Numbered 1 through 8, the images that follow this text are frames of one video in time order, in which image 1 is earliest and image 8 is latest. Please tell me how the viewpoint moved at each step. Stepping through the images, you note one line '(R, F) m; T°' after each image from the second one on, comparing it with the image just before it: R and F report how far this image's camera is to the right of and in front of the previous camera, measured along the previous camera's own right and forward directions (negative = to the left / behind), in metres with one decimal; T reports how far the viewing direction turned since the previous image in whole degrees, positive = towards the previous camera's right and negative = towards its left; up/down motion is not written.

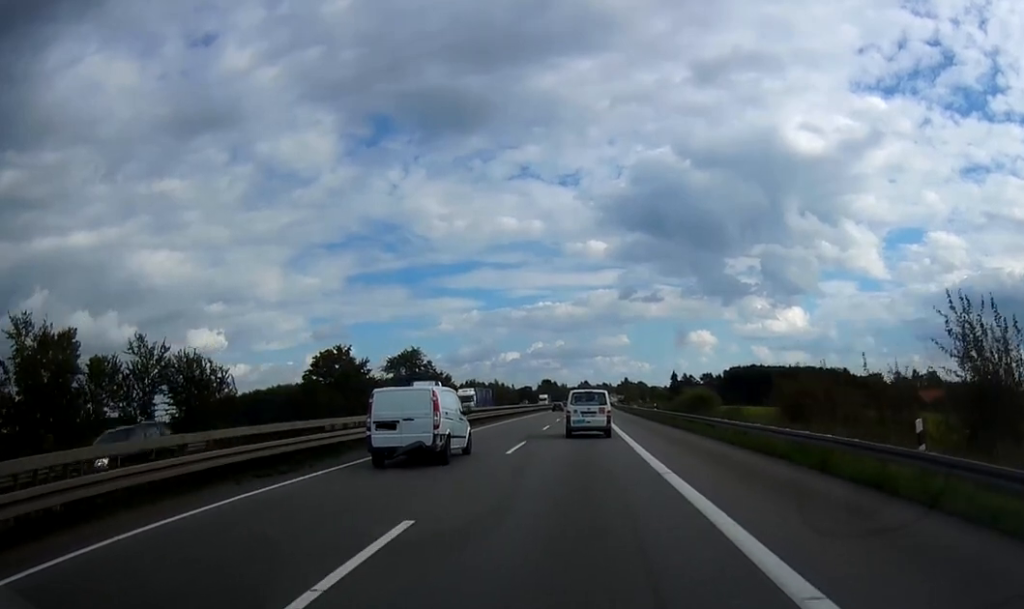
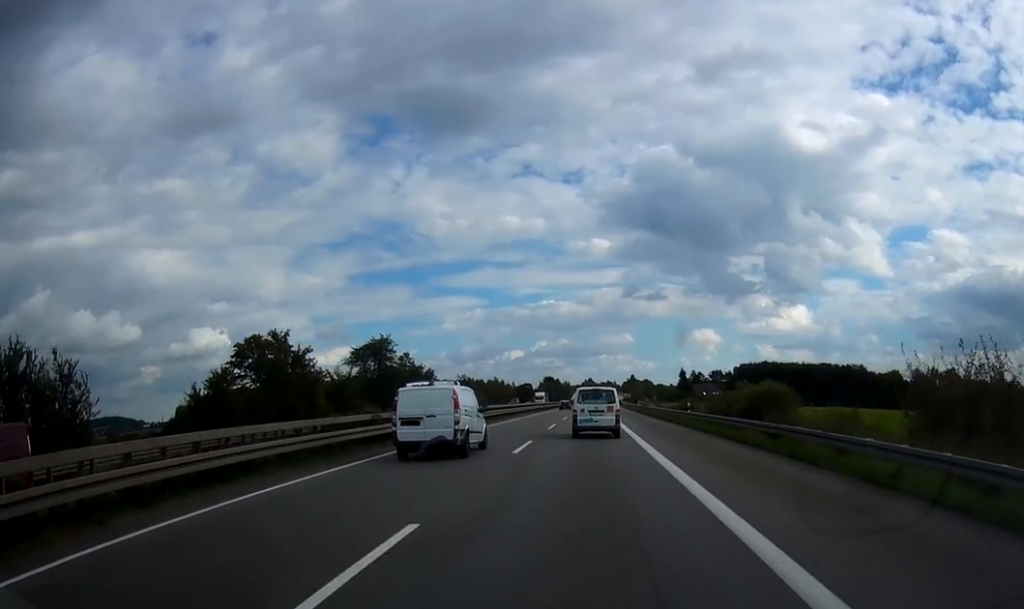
(+0.3, +18.5) m; 0°
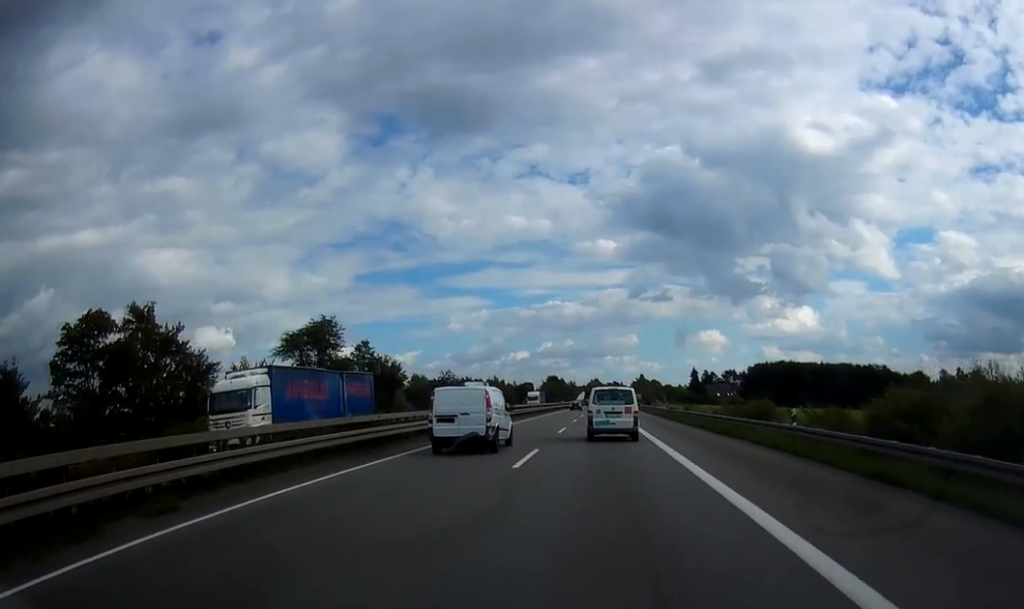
(0.0, +22.5) m; 0°
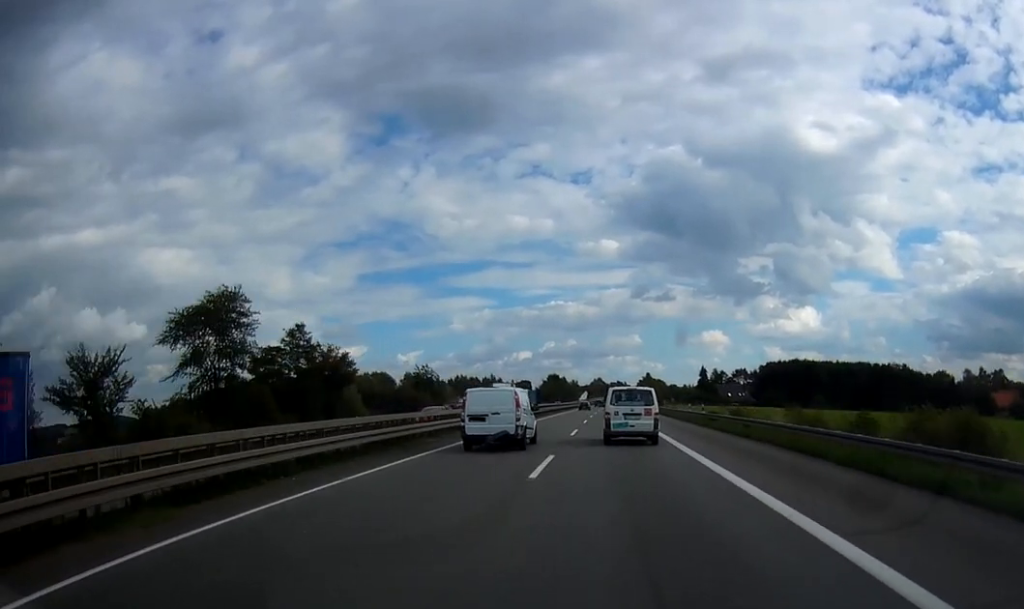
(-0.2, +20.2) m; 0°
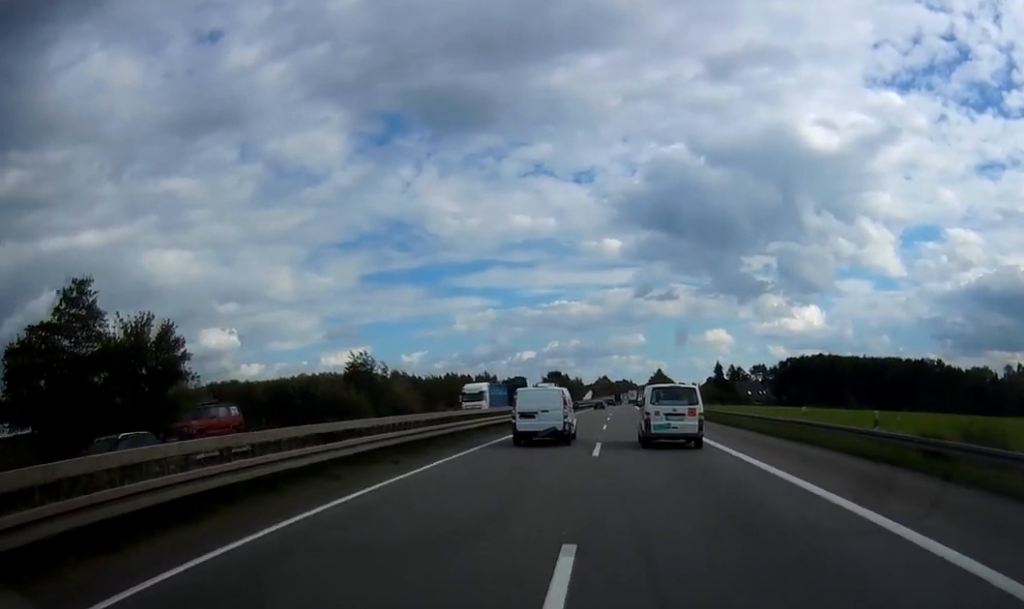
(+0.2, +31.0) m; 0°
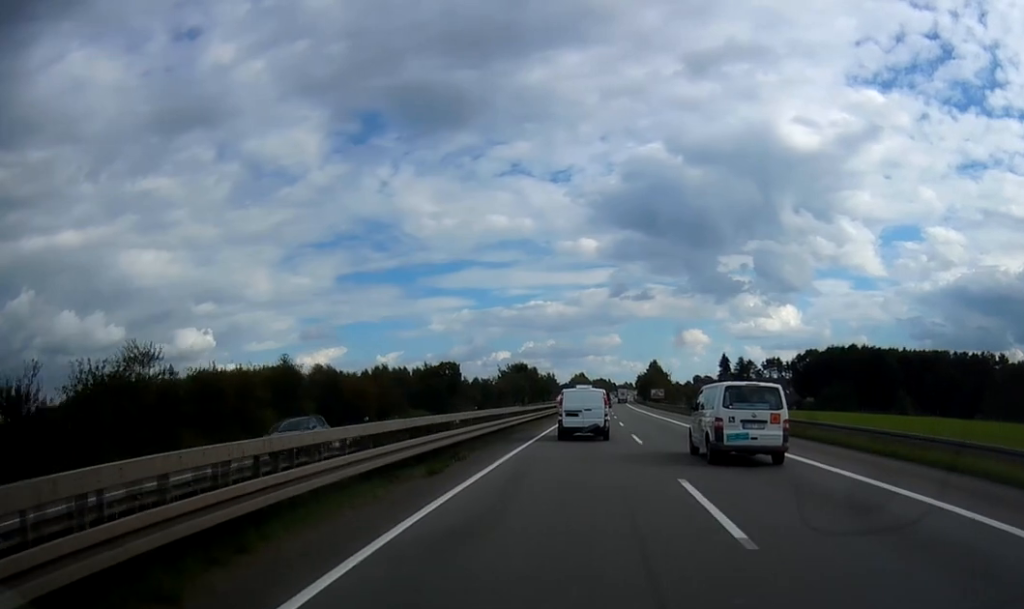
(-0.9, +66.3) m; -1°
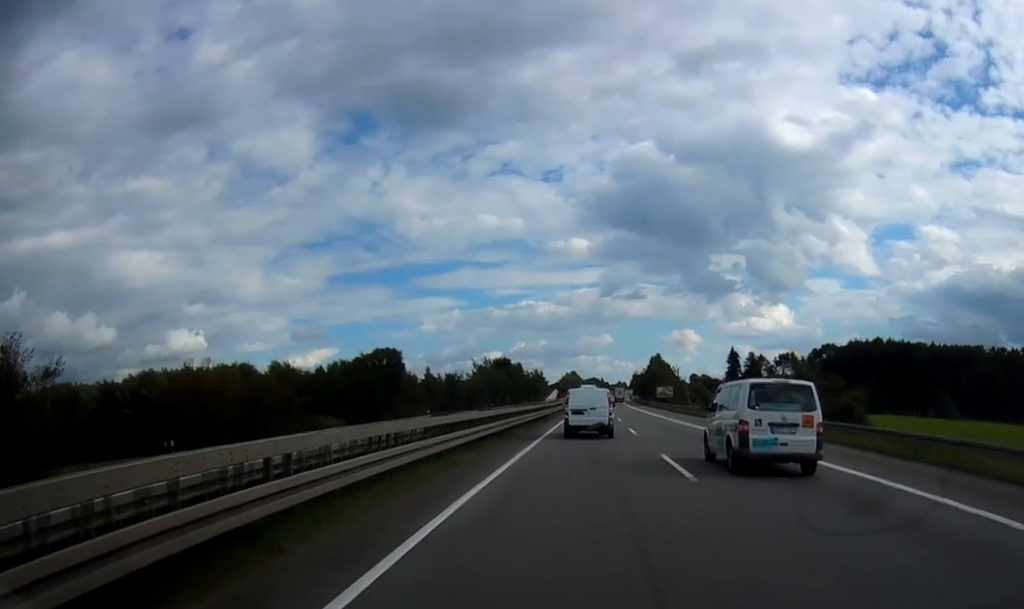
(+0.1, +29.8) m; +1°
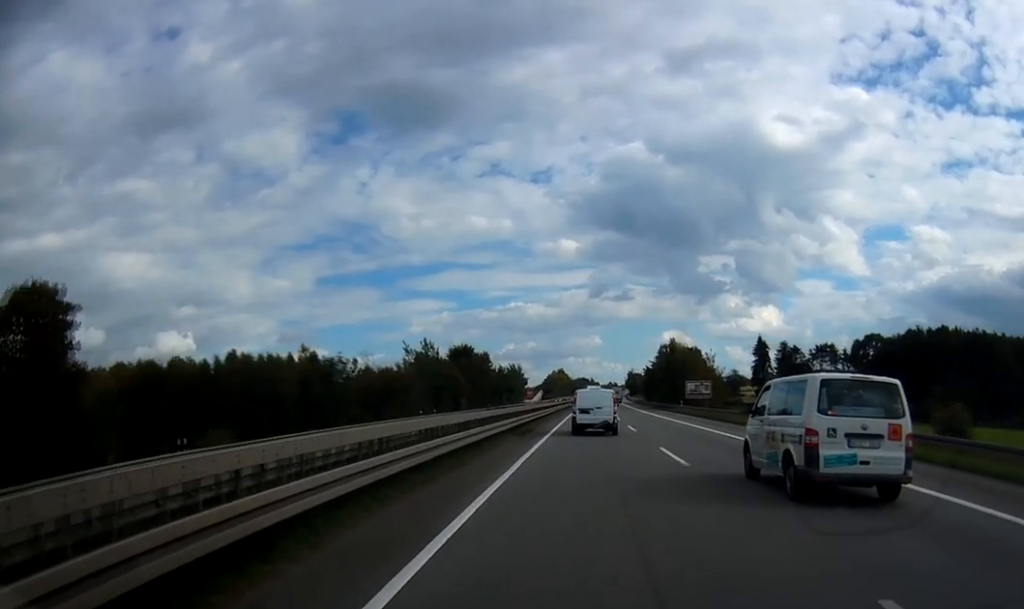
(+0.8, +50.9) m; +1°
